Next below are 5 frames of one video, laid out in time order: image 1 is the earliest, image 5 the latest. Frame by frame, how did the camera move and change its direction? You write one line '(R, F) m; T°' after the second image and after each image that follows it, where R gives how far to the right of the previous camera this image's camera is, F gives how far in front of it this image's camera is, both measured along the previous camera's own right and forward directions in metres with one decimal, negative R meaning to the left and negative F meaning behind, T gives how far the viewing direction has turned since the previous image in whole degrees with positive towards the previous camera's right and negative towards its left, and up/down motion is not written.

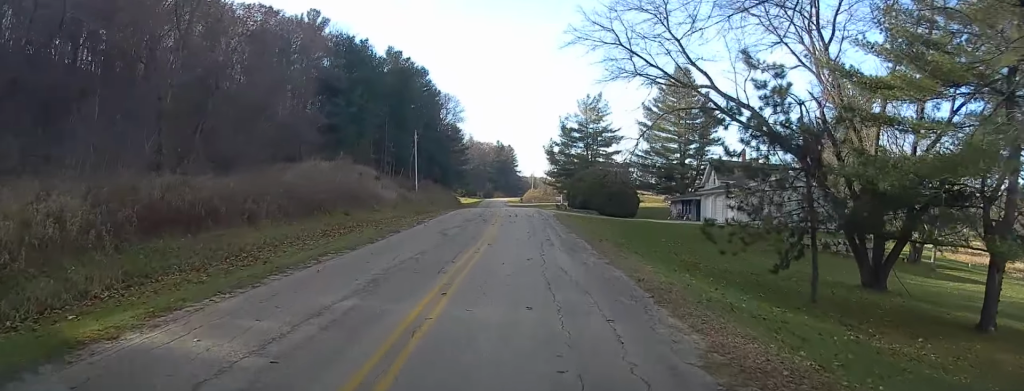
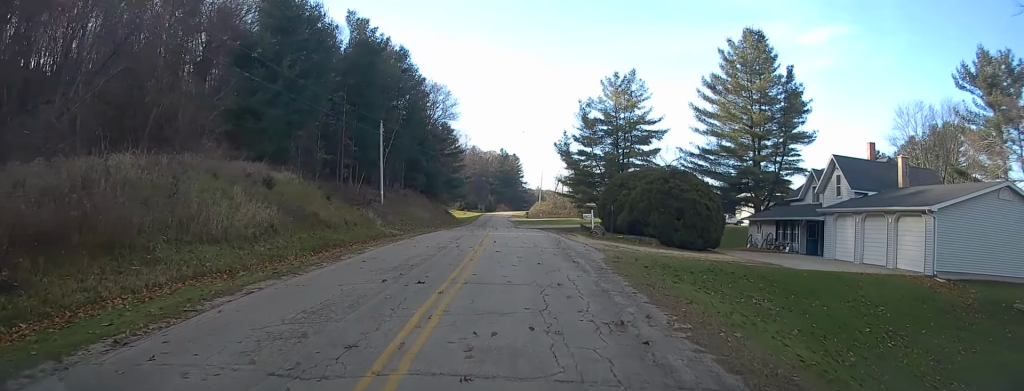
(-0.4, +24.8) m; -3°
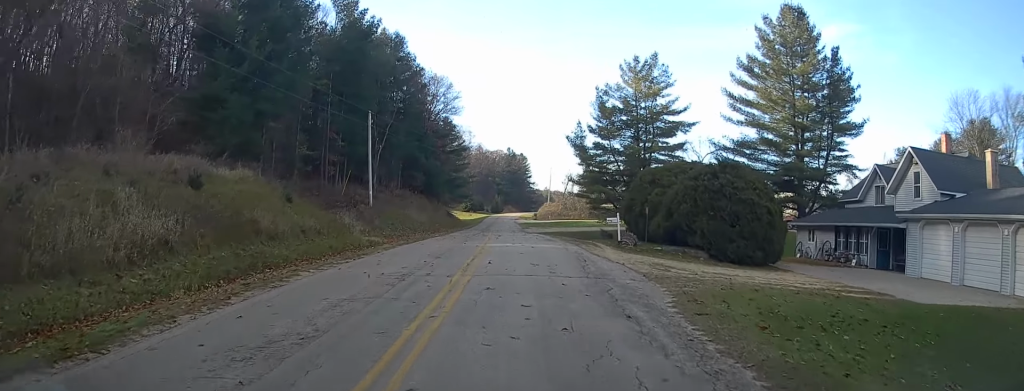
(-0.1, +7.8) m; -1°
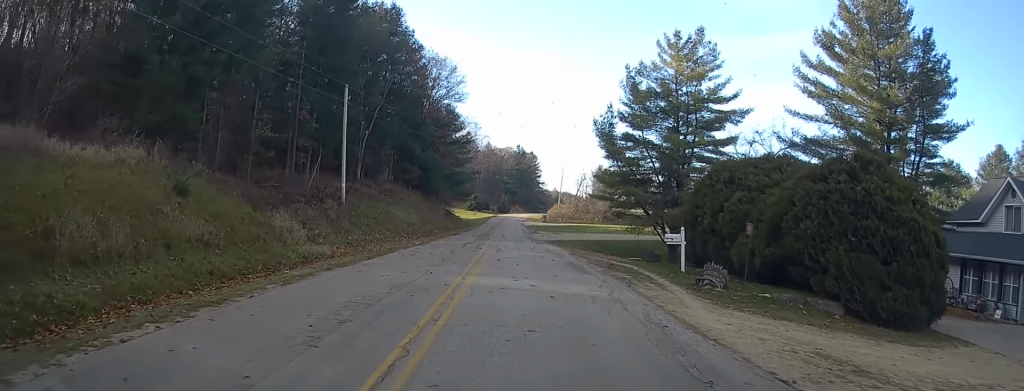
(0.0, +11.1) m; 0°
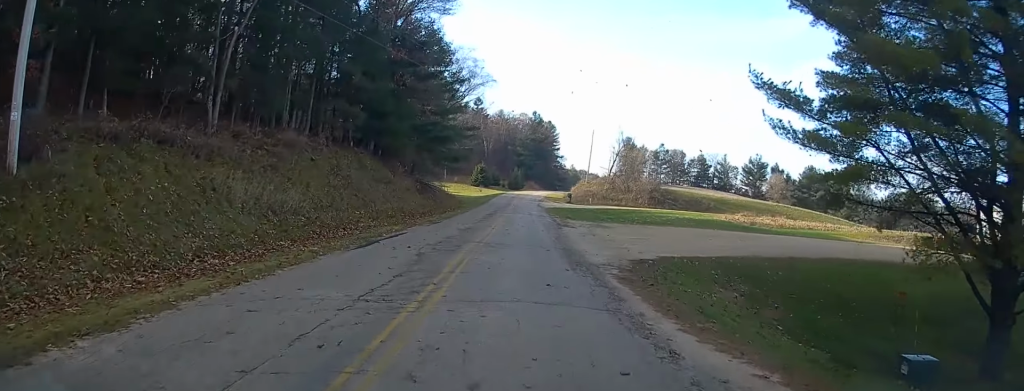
(0.0, +32.6) m; -1°
